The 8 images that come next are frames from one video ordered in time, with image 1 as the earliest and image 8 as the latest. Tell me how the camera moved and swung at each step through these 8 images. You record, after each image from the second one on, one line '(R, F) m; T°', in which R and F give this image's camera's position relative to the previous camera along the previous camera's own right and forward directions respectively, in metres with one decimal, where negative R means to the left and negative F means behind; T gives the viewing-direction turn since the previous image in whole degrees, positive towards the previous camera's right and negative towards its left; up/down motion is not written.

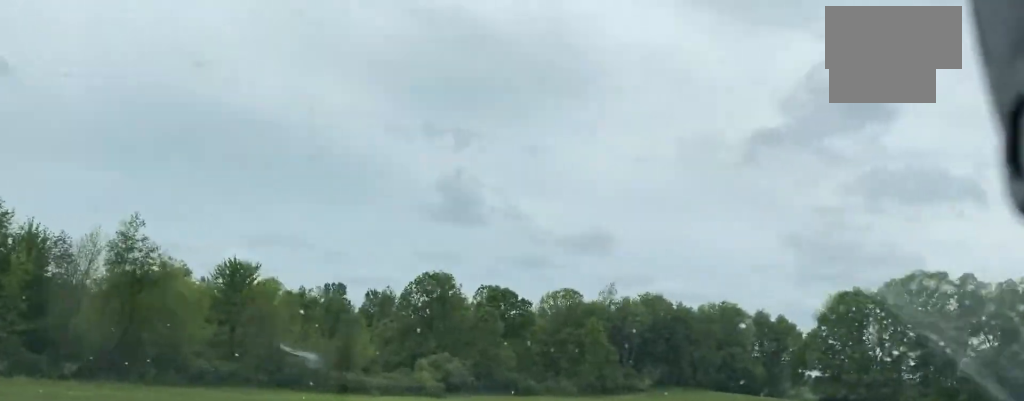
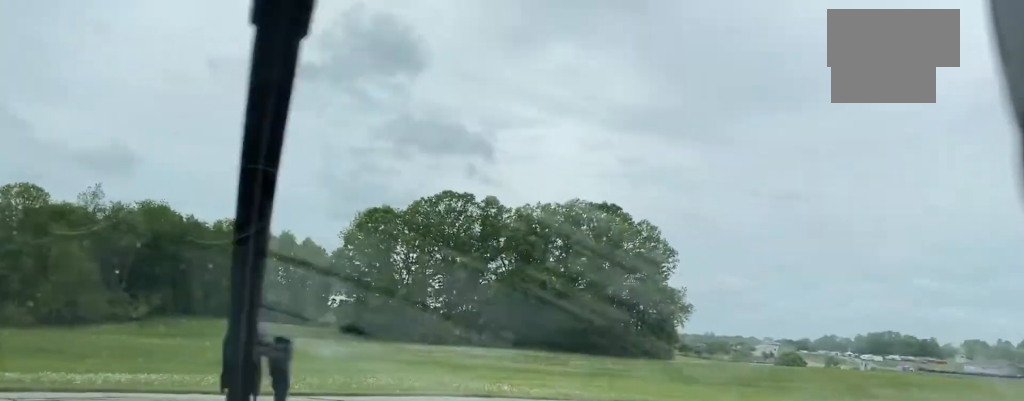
(+11.2, +30.8) m; +30°
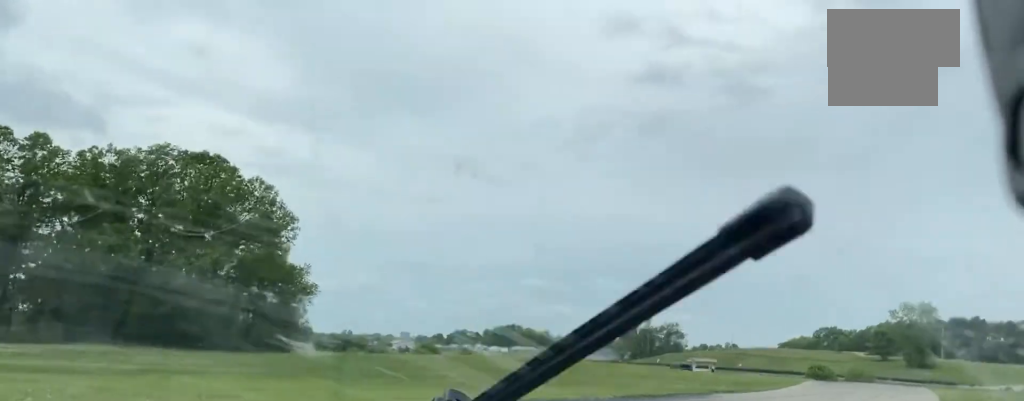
(+4.6, +31.7) m; +12°
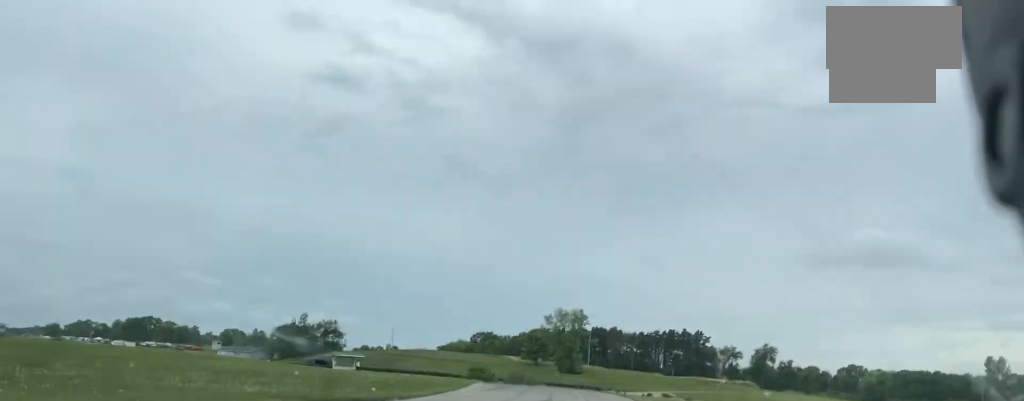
(+3.5, +43.4) m; +10°
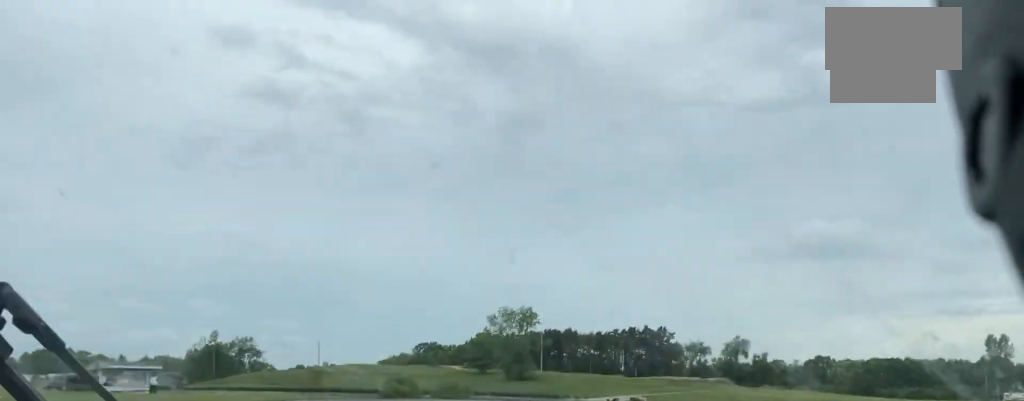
(+4.4, +47.3) m; +15°
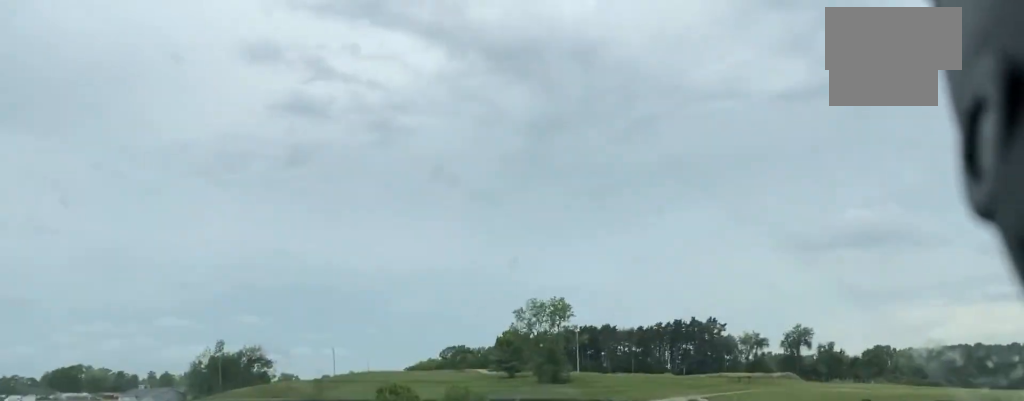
(+4.9, +37.3) m; +9°
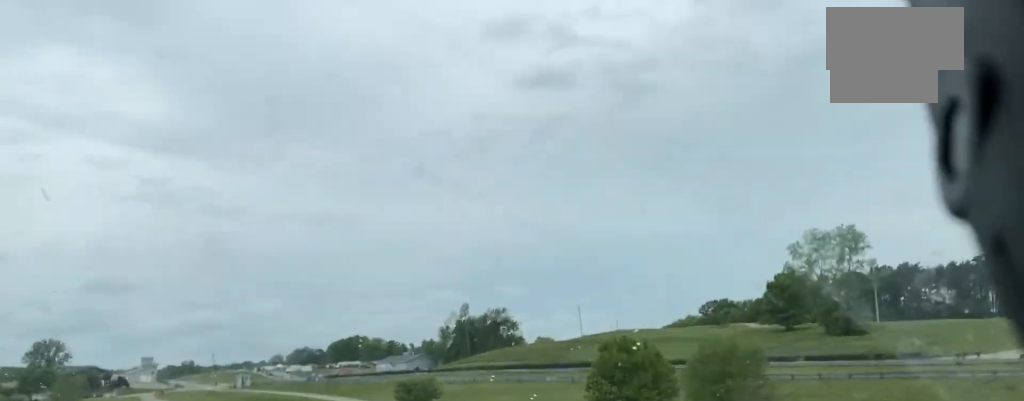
(-1.8, +41.1) m; -15°
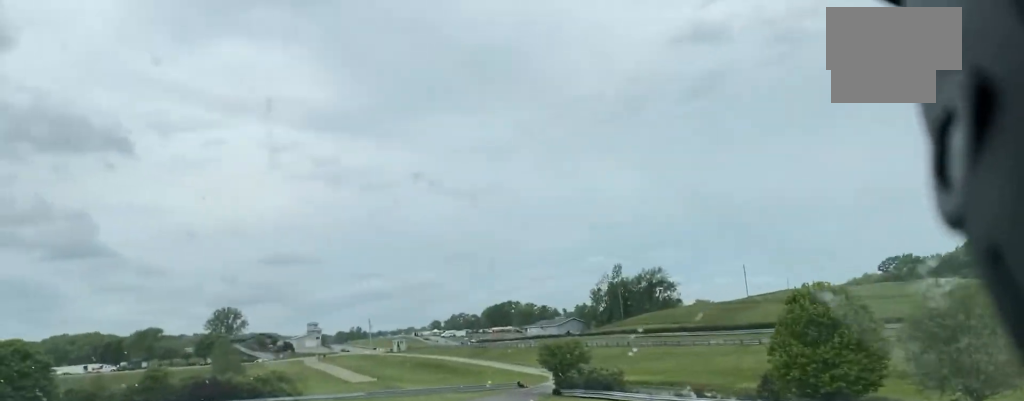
(-1.1, +15.7) m; -14°
